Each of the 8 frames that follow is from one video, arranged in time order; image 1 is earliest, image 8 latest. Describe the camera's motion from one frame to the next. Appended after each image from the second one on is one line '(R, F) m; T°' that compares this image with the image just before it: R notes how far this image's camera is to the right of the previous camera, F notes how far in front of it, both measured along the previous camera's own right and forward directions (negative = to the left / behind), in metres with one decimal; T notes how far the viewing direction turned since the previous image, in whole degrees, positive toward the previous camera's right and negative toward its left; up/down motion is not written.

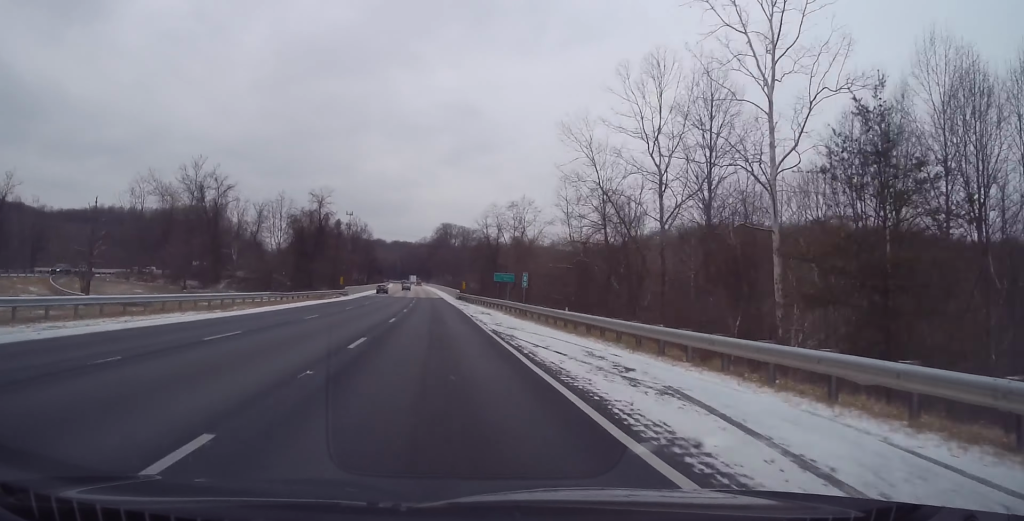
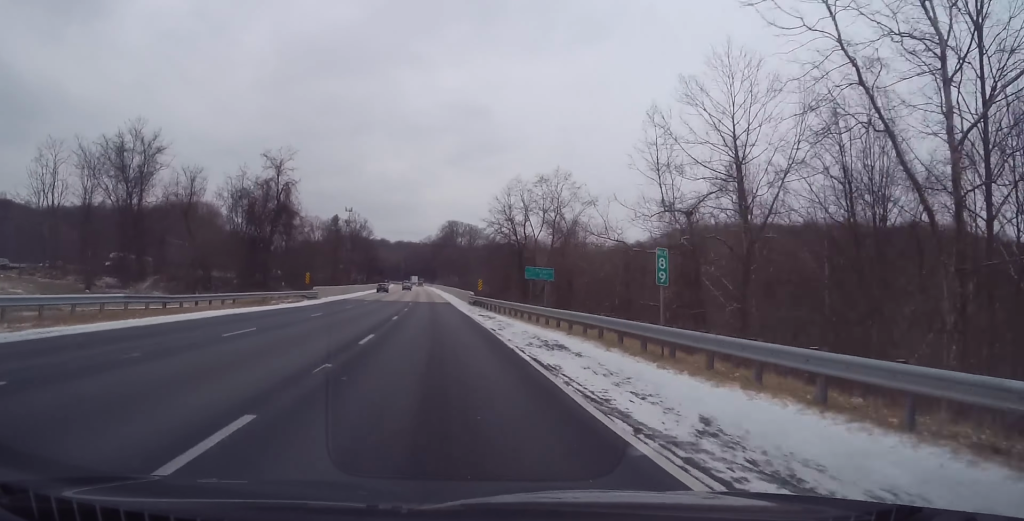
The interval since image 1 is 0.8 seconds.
(+0.2, +23.7) m; 0°
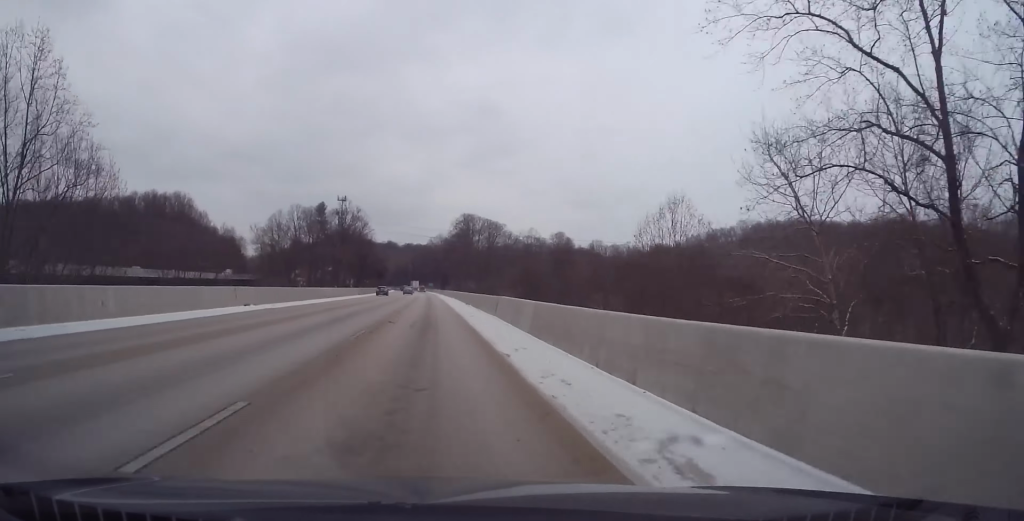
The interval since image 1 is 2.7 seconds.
(-1.1, +59.6) m; -2°
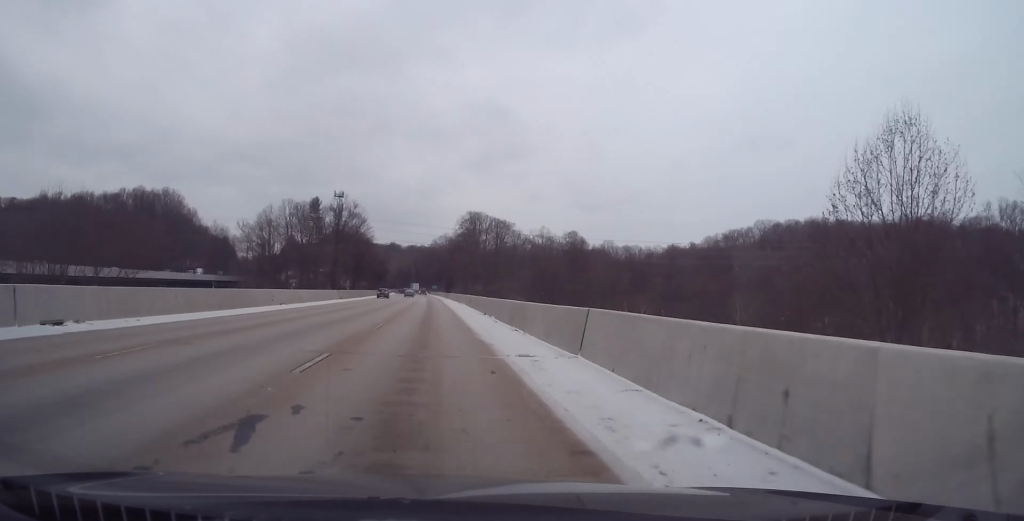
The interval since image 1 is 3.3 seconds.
(0.0, +19.8) m; 0°
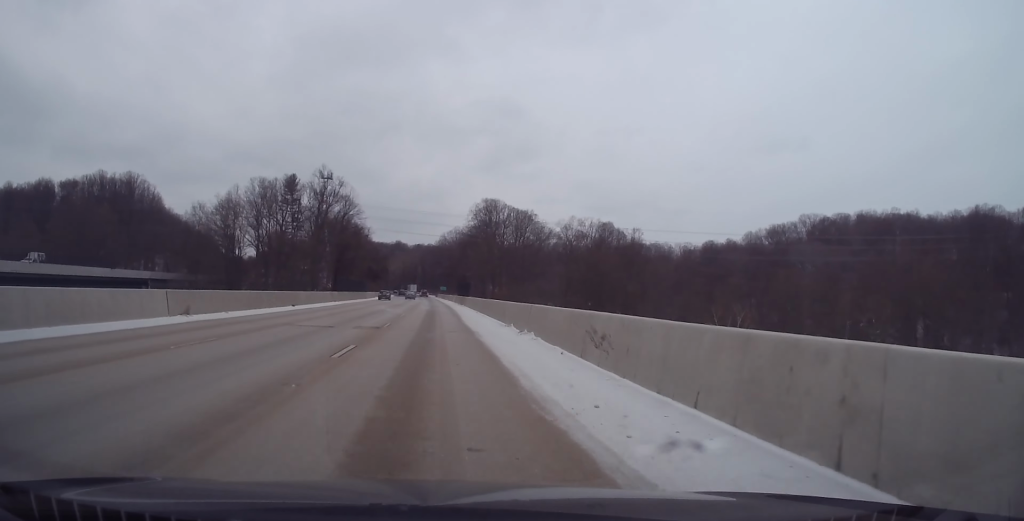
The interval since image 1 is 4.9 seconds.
(-0.3, +44.8) m; -1°
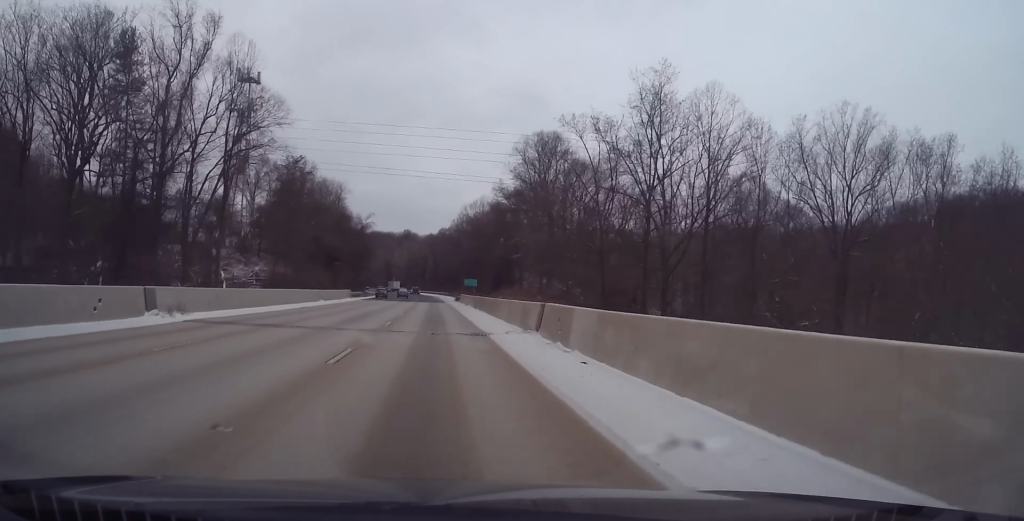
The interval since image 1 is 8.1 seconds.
(-0.9, +97.2) m; -1°
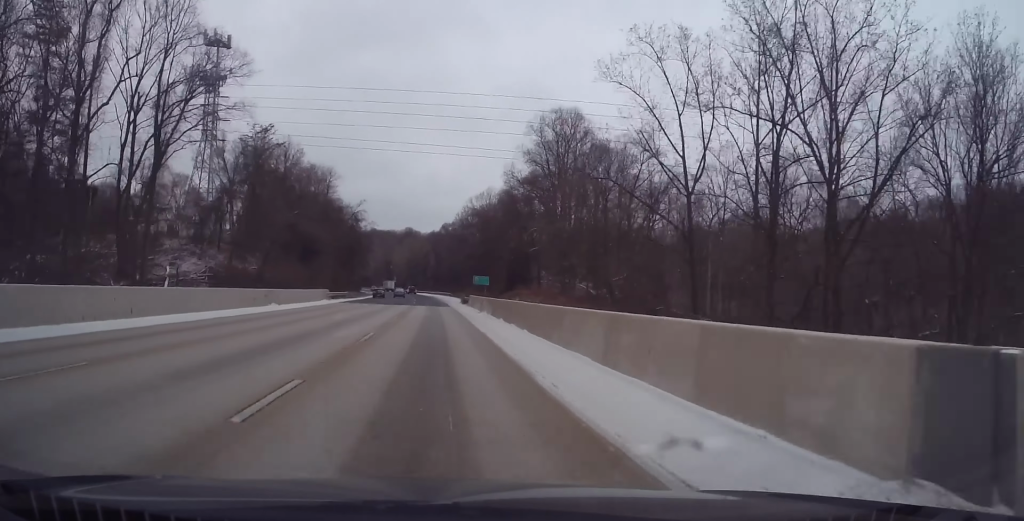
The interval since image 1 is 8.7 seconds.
(0.0, +18.0) m; 0°
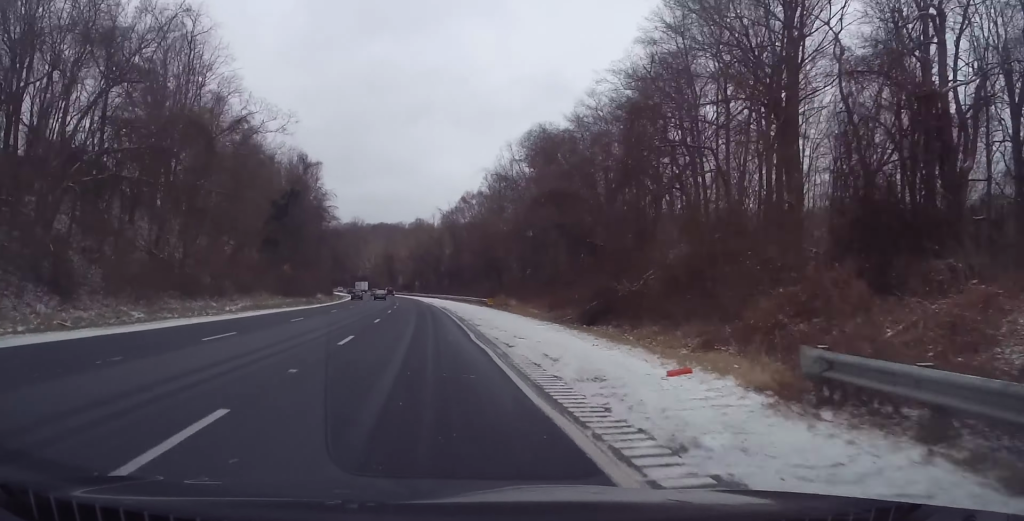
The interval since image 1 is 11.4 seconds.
(-1.2, +78.7) m; -2°
